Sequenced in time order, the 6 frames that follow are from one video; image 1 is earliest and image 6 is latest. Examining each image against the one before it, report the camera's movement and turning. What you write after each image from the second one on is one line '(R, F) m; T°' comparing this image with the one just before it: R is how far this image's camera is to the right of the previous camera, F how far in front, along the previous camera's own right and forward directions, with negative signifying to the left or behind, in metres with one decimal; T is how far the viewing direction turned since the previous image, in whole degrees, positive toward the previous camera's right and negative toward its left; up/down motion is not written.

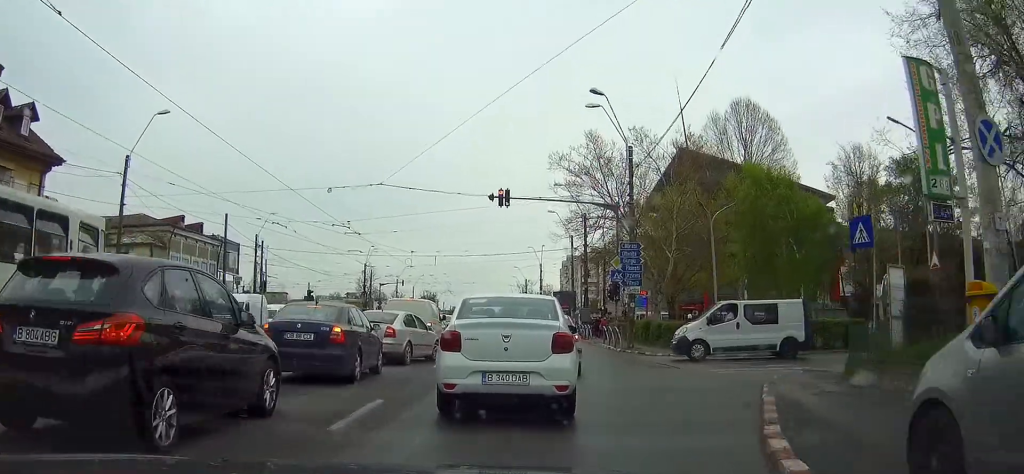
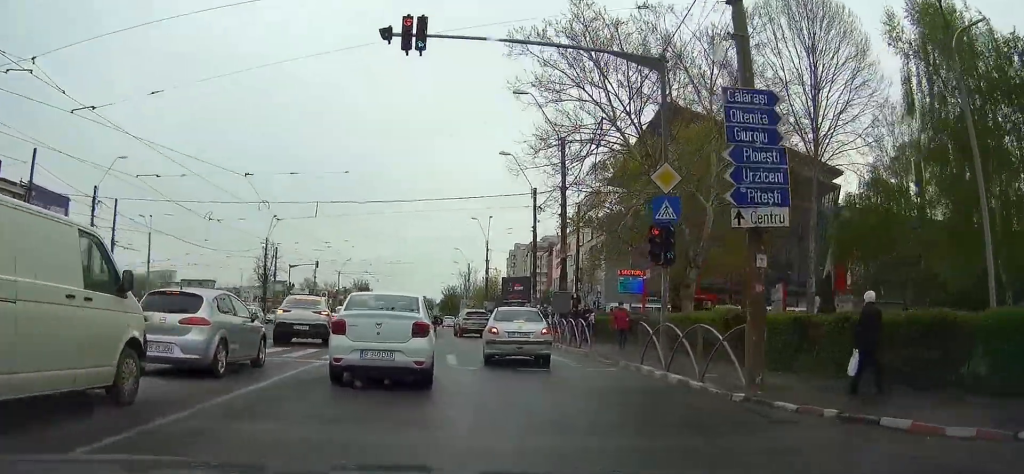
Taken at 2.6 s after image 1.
(+0.5, +21.5) m; +5°
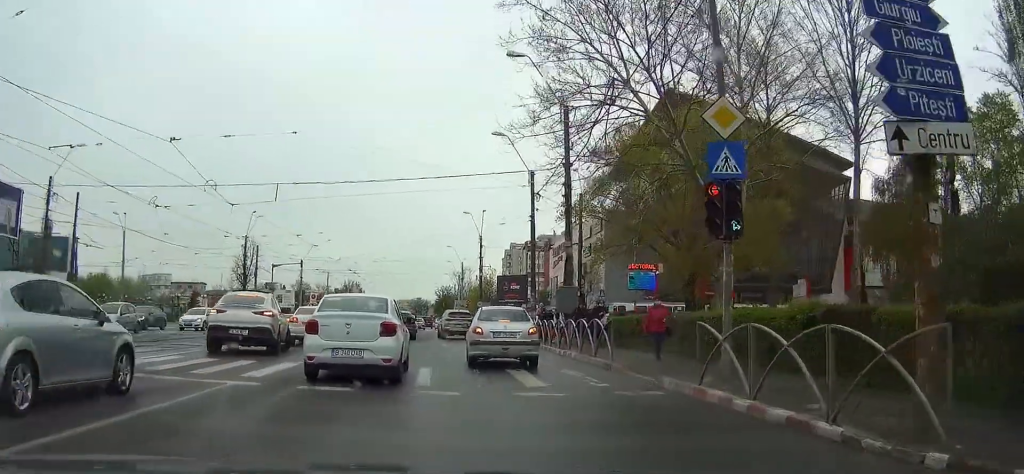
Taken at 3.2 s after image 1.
(+0.1, +5.0) m; +2°
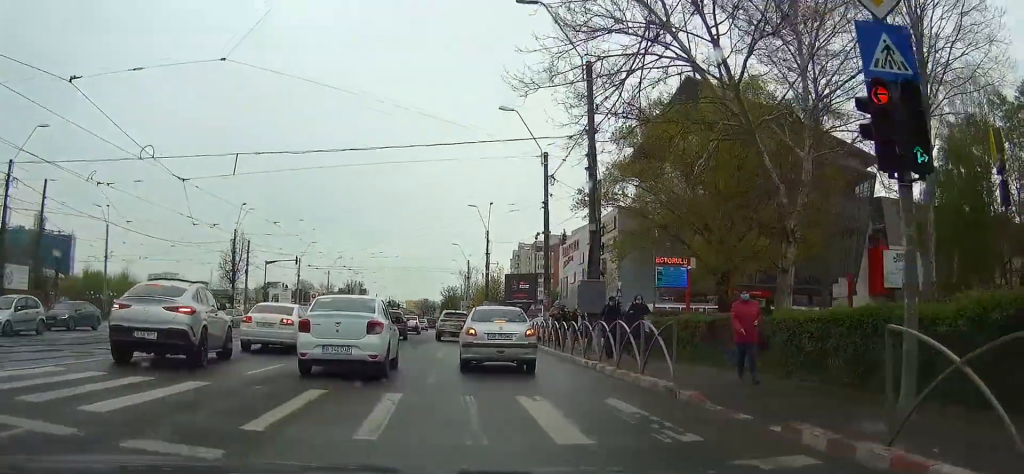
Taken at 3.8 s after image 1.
(0.0, +5.2) m; +2°
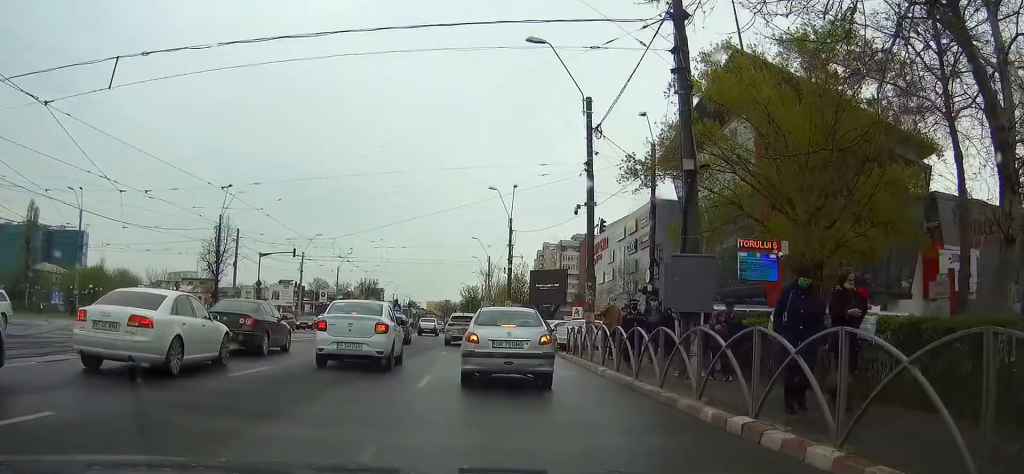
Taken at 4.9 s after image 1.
(+0.4, +9.2) m; +2°
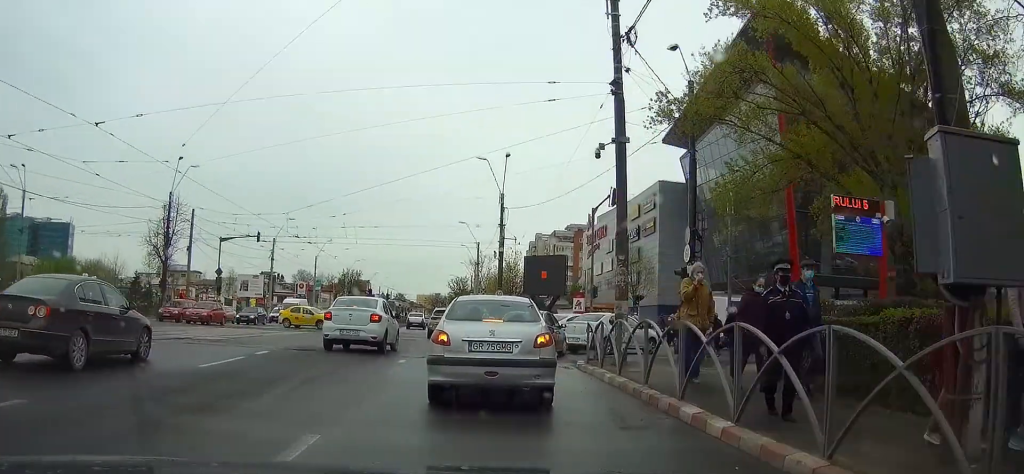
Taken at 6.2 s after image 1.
(-0.2, +8.3) m; -3°
